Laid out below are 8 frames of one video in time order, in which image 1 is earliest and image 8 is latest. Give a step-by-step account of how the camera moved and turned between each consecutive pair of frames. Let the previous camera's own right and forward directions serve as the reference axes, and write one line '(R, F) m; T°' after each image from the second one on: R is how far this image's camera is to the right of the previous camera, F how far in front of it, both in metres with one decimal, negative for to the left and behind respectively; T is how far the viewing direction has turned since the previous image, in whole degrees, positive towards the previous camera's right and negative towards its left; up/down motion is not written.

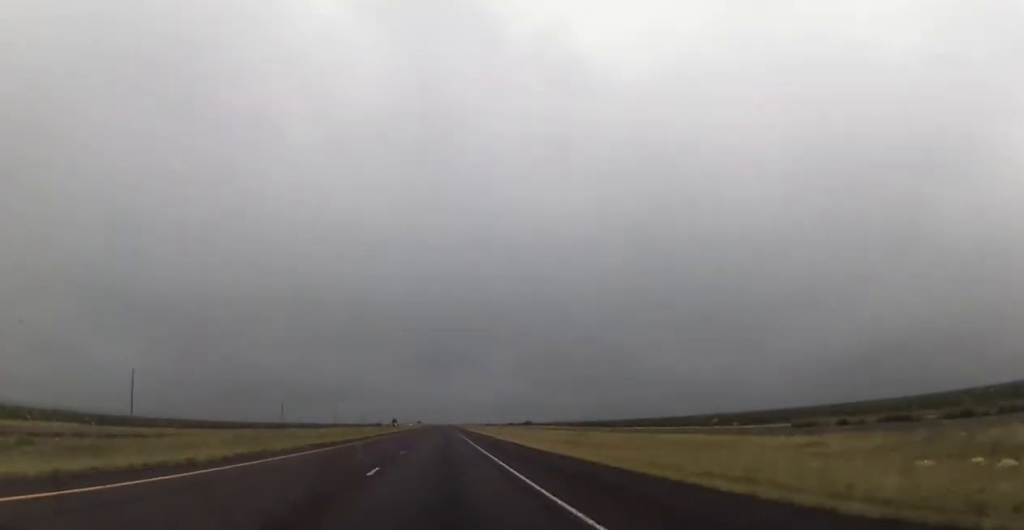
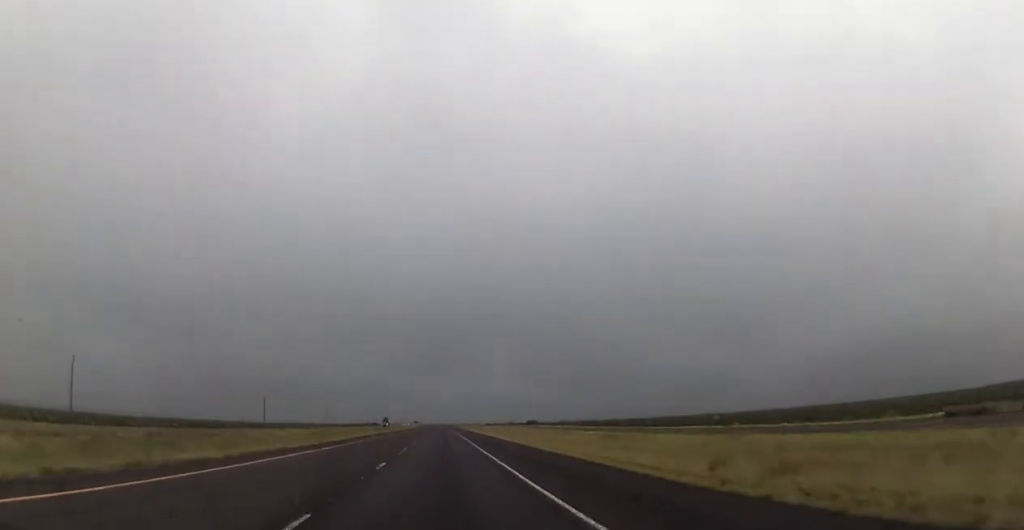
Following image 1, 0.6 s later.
(+0.5, +22.7) m; 0°
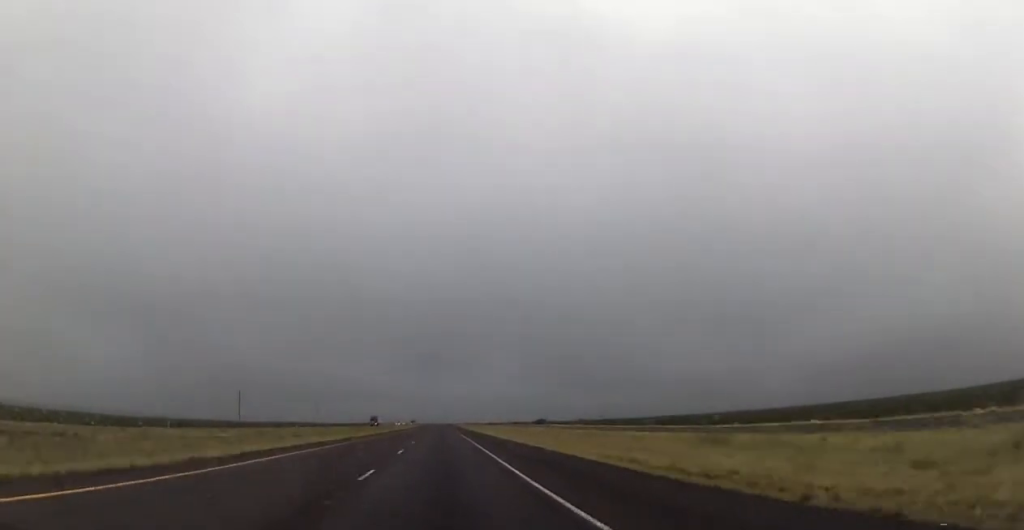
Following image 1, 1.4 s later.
(-0.1, +28.7) m; 0°
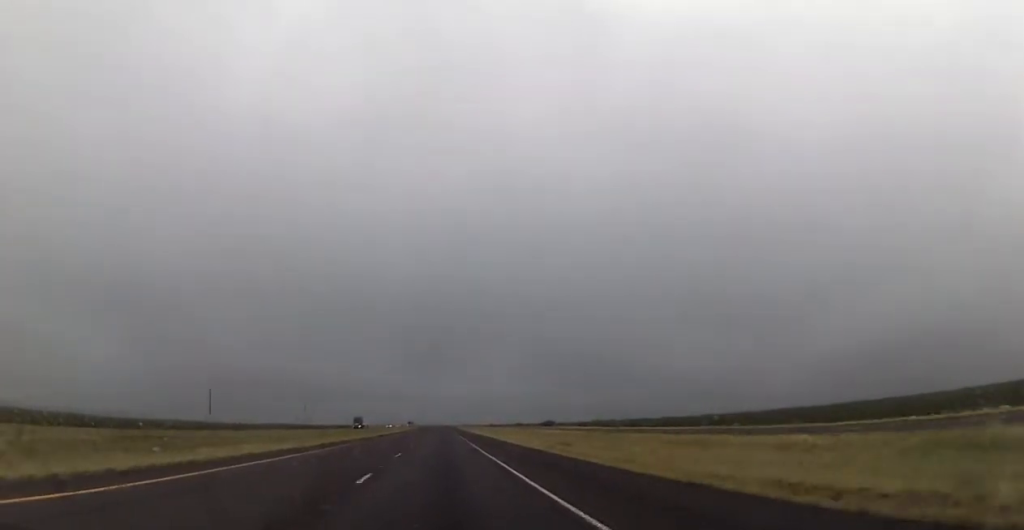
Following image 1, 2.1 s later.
(-0.4, +25.1) m; 0°
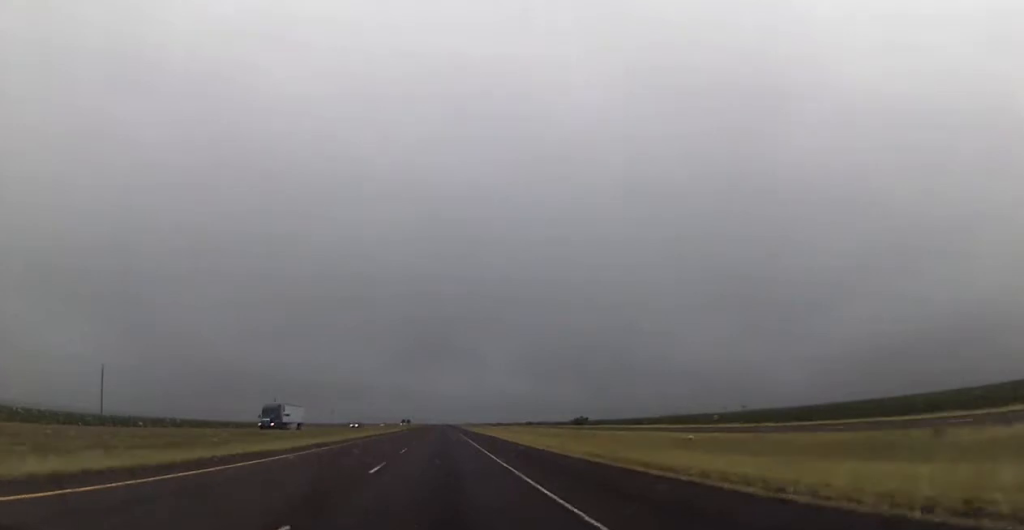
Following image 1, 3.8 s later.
(+1.5, +58.7) m; +1°
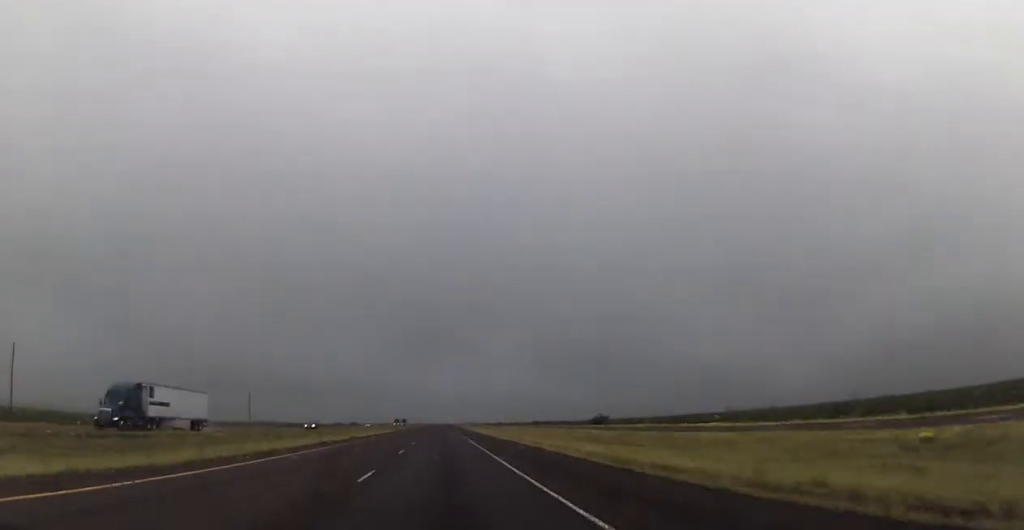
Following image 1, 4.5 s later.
(-0.1, +27.5) m; -1°
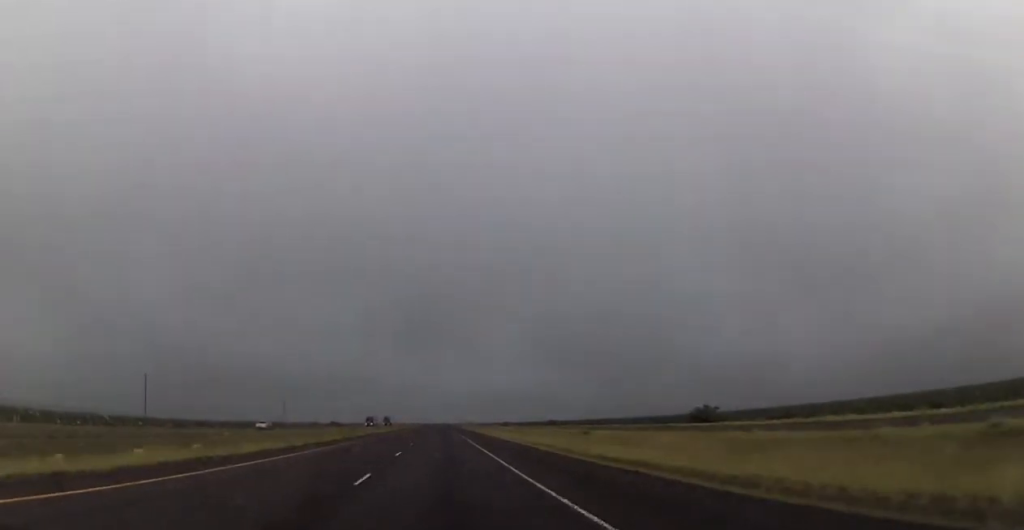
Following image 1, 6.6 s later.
(-0.7, +74.6) m; 0°
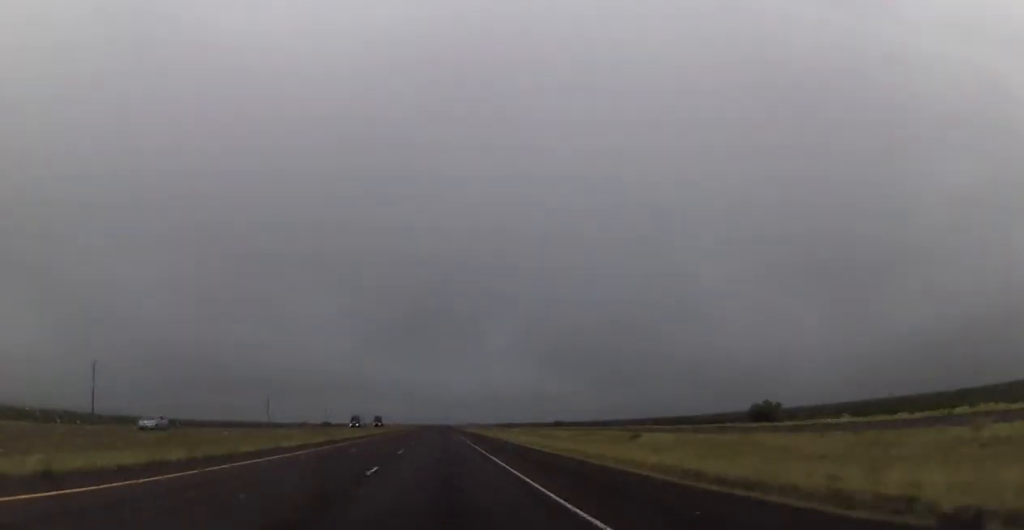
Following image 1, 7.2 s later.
(+0.1, +21.8) m; 0°
